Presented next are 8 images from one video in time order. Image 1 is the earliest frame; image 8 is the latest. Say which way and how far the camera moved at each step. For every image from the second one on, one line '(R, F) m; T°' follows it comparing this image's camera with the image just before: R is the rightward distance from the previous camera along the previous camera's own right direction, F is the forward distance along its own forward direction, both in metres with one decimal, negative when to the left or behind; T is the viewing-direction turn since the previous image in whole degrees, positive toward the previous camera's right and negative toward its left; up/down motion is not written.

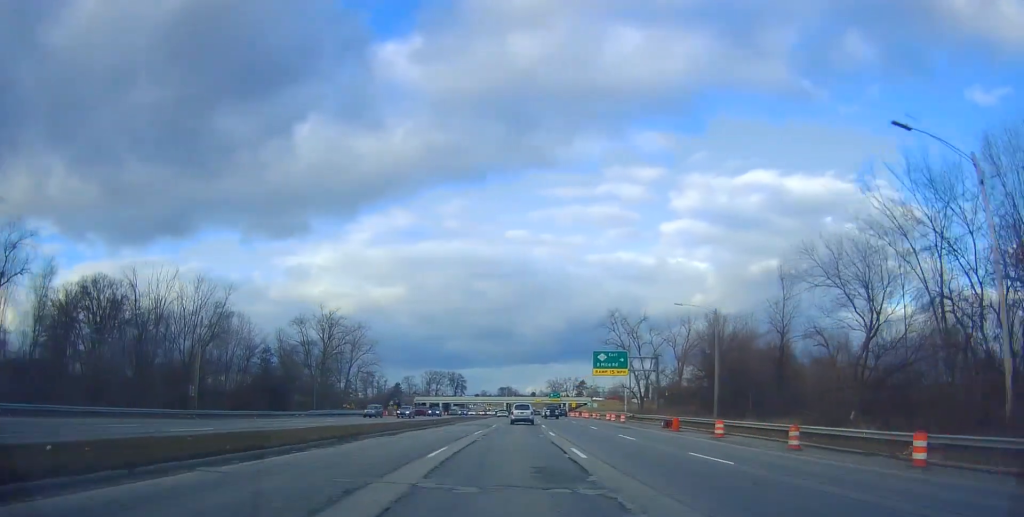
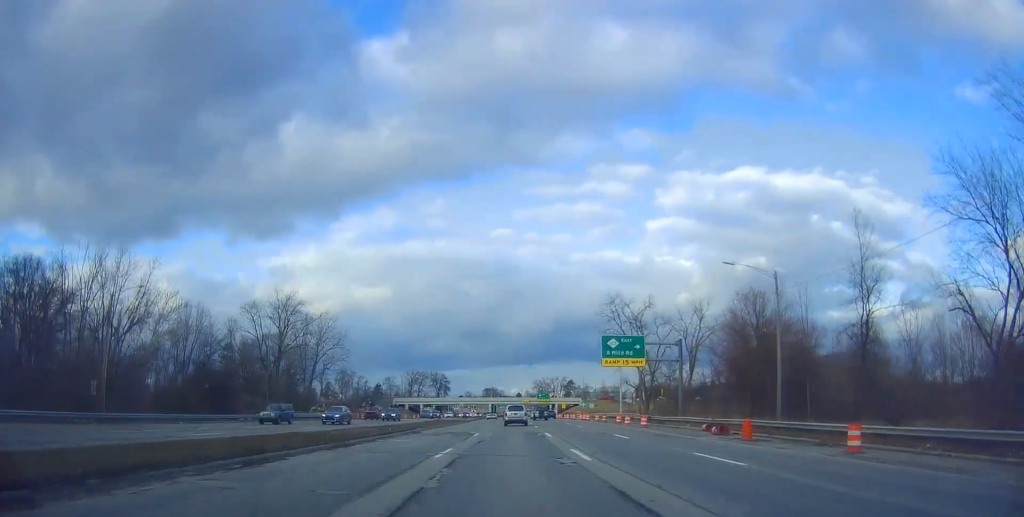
(+0.4, +15.0) m; +1°
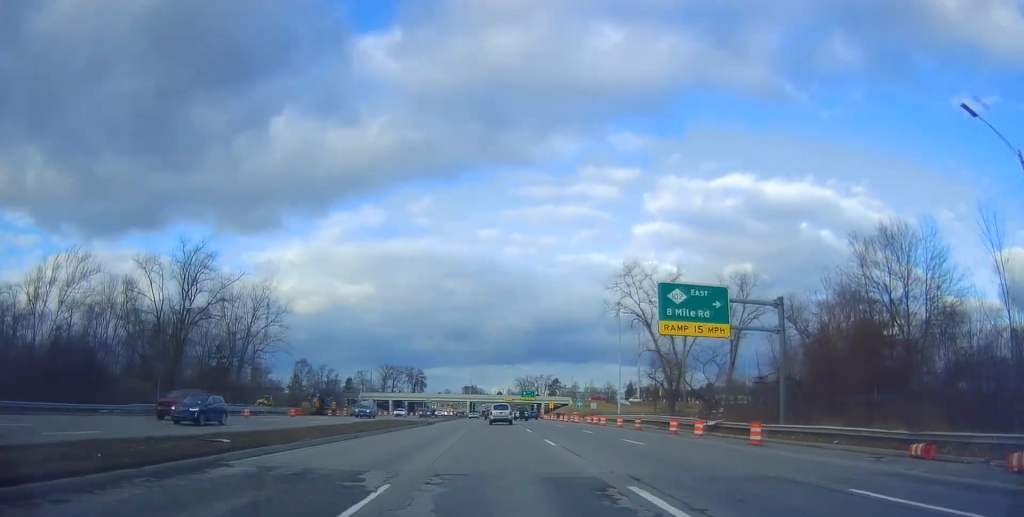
(+0.4, +25.0) m; +2°
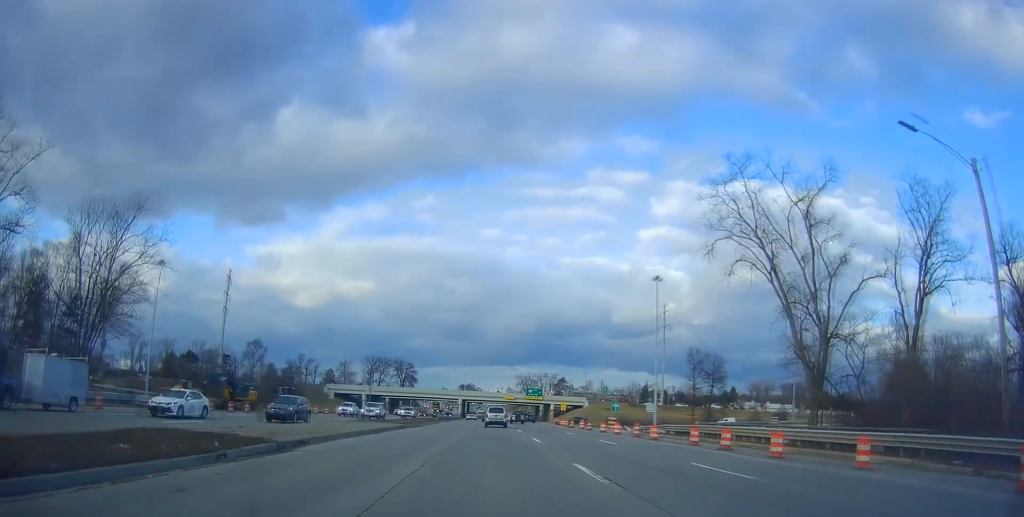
(+1.1, +36.7) m; +1°
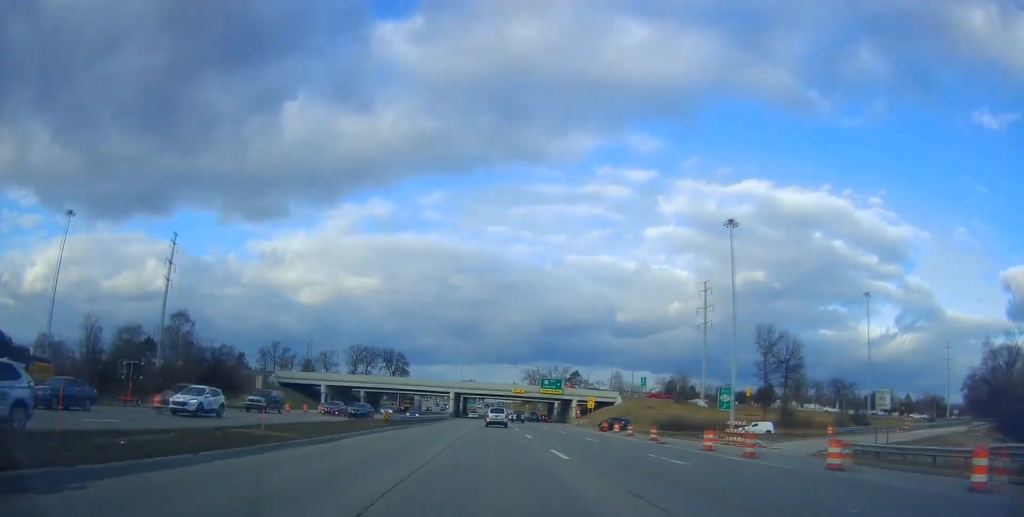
(-0.7, +39.1) m; -1°
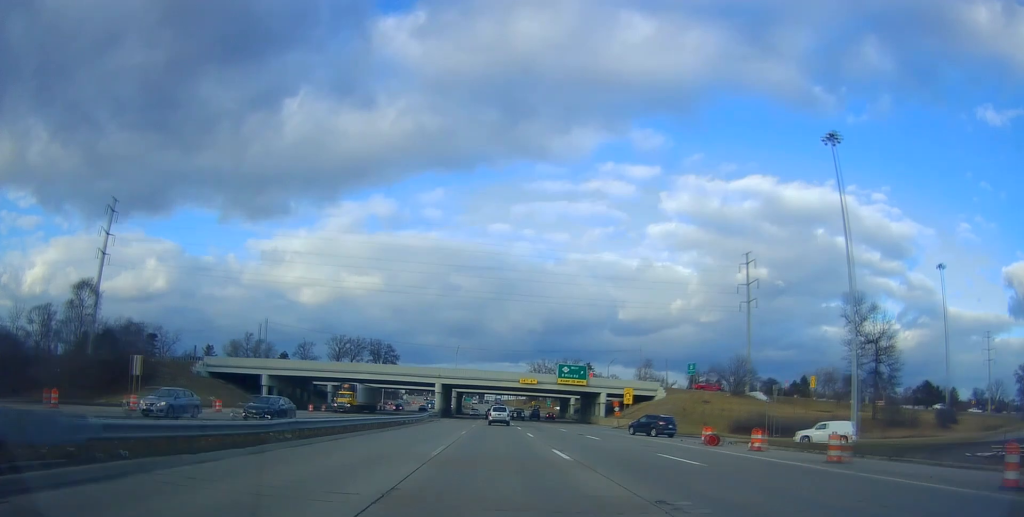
(0.0, +30.3) m; 0°
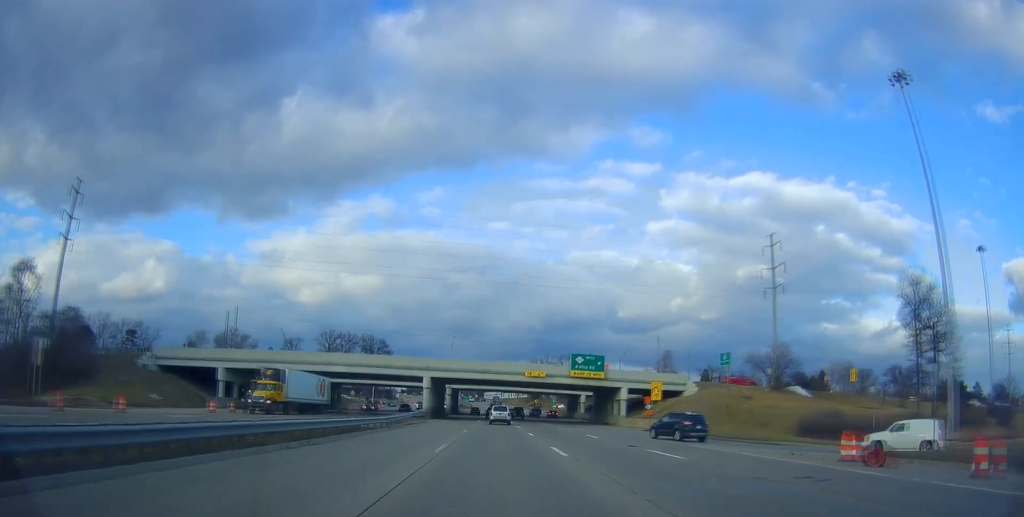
(+0.4, +14.4) m; -1°
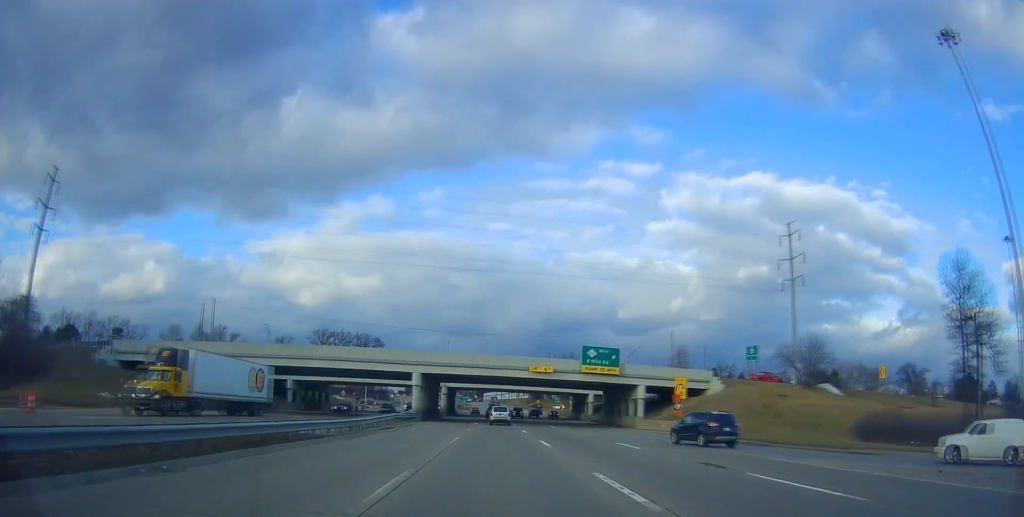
(-0.1, +9.1) m; -1°
